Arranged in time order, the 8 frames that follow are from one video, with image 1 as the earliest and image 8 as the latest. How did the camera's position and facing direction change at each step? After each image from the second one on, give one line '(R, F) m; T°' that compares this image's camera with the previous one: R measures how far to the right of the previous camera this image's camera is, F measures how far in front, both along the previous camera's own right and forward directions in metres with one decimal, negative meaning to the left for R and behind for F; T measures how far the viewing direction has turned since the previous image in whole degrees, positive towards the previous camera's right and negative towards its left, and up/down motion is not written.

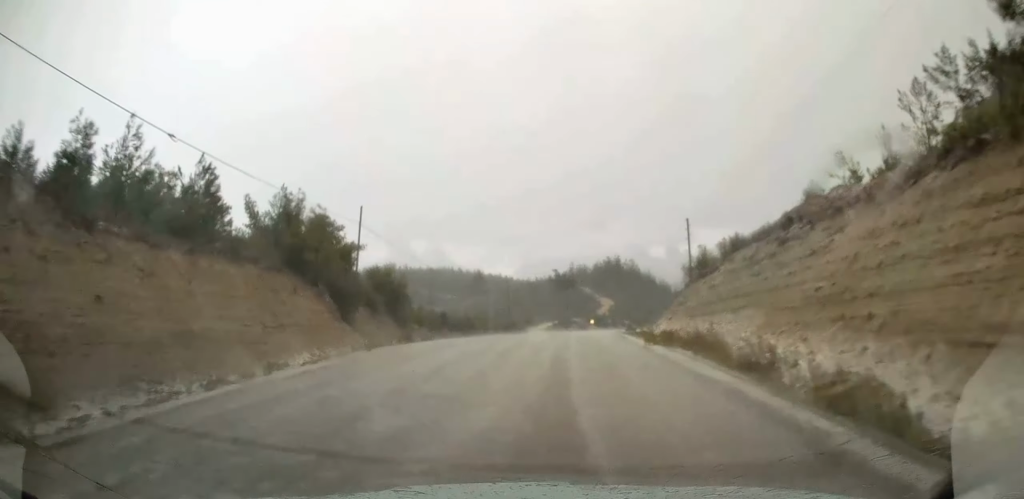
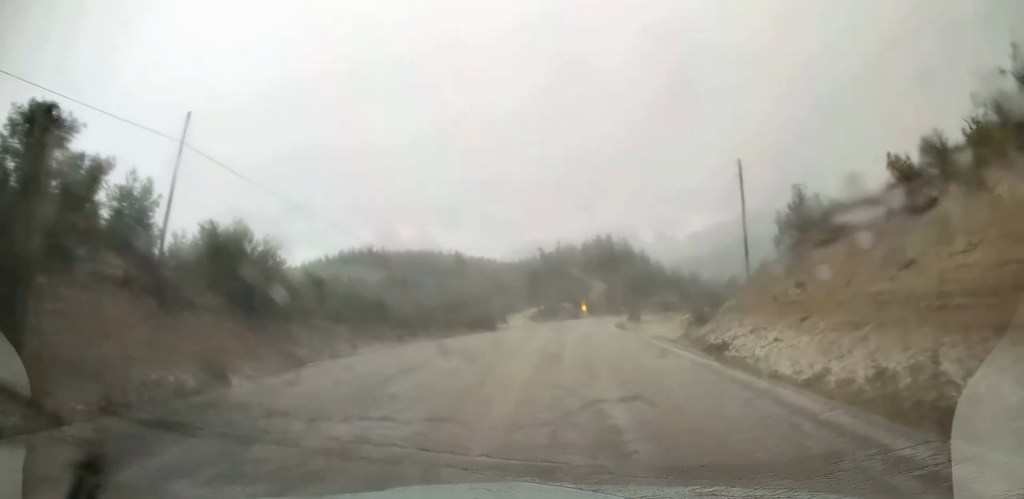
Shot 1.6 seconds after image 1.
(-0.1, +19.8) m; 0°
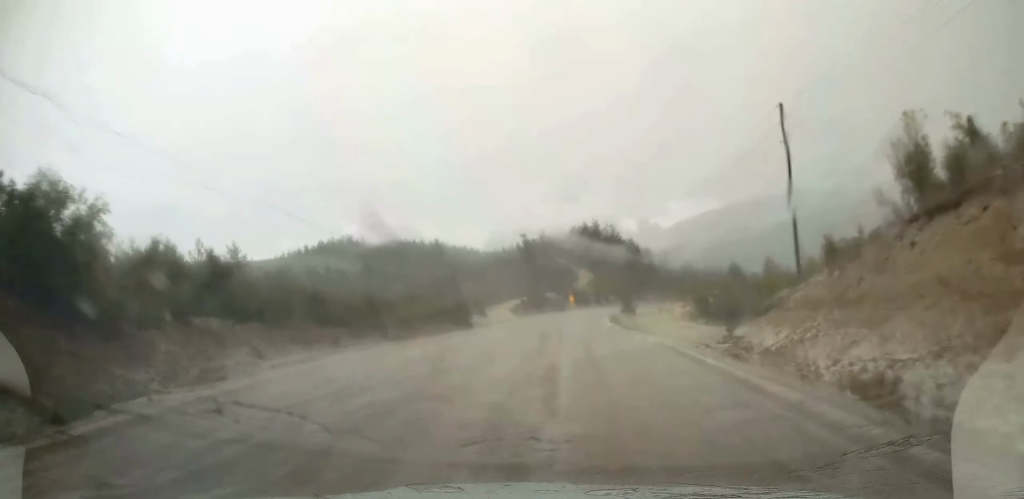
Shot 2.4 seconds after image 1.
(+0.1, +9.8) m; +1°
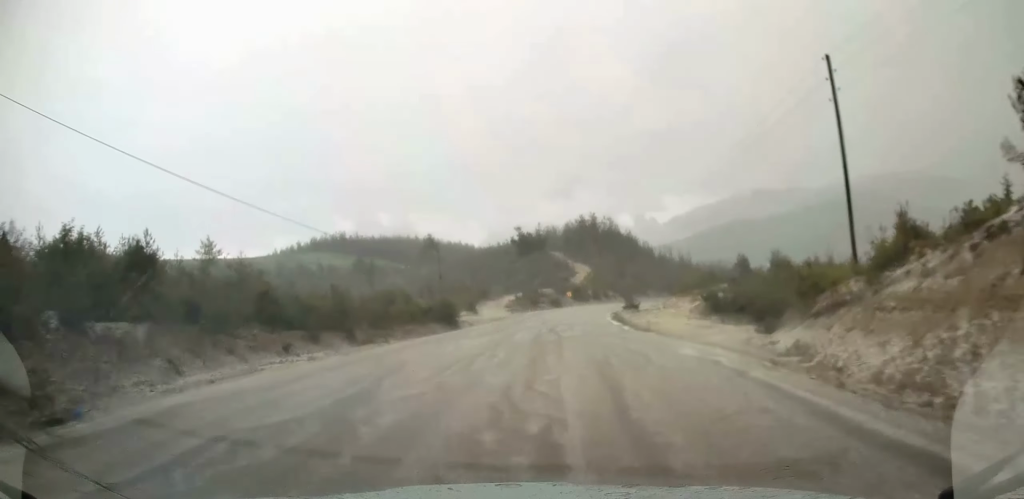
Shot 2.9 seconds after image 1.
(-0.1, +5.7) m; +1°
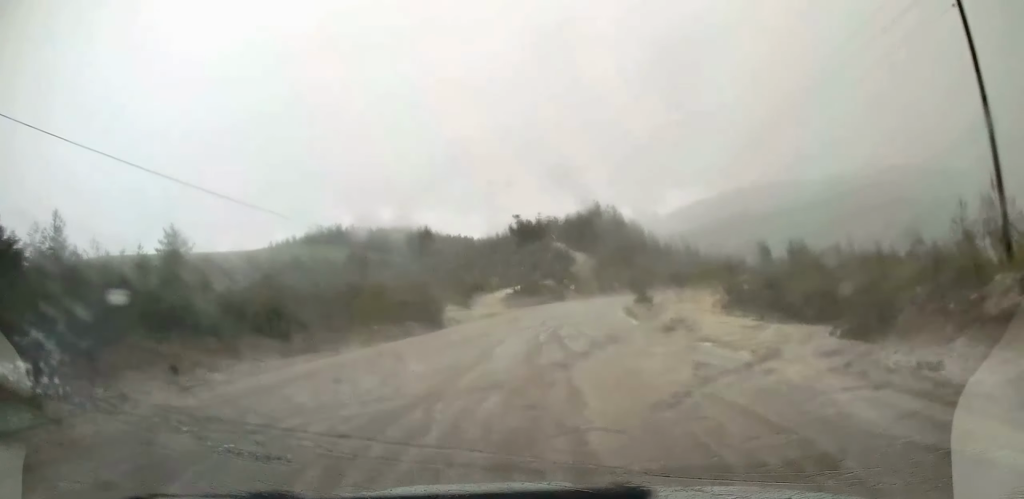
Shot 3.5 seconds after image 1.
(+0.2, +8.4) m; +1°
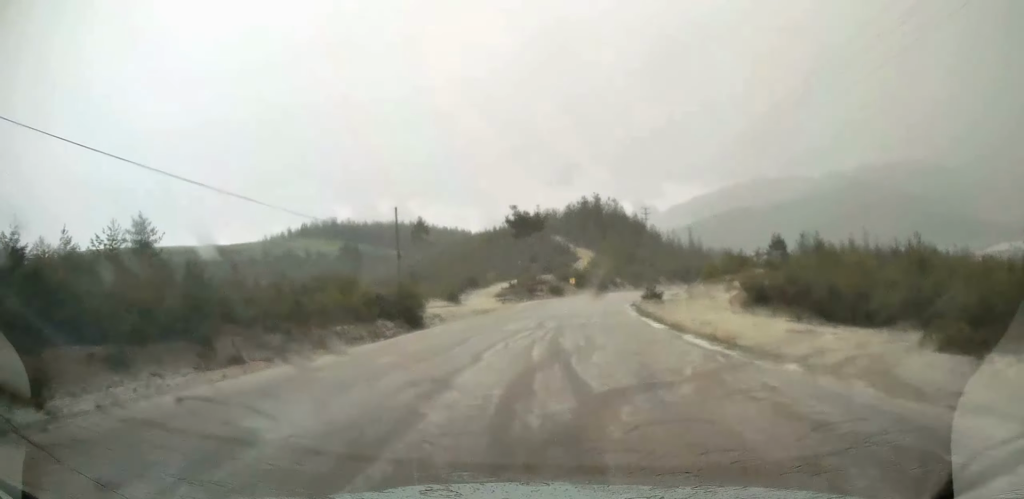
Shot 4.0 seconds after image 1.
(+0.1, +5.9) m; +1°
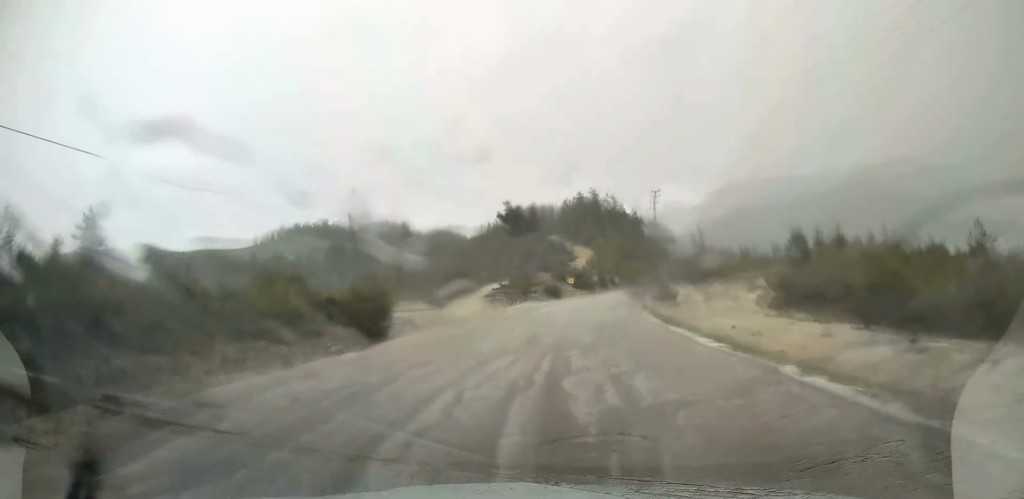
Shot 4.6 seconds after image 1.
(-0.1, +7.9) m; 0°
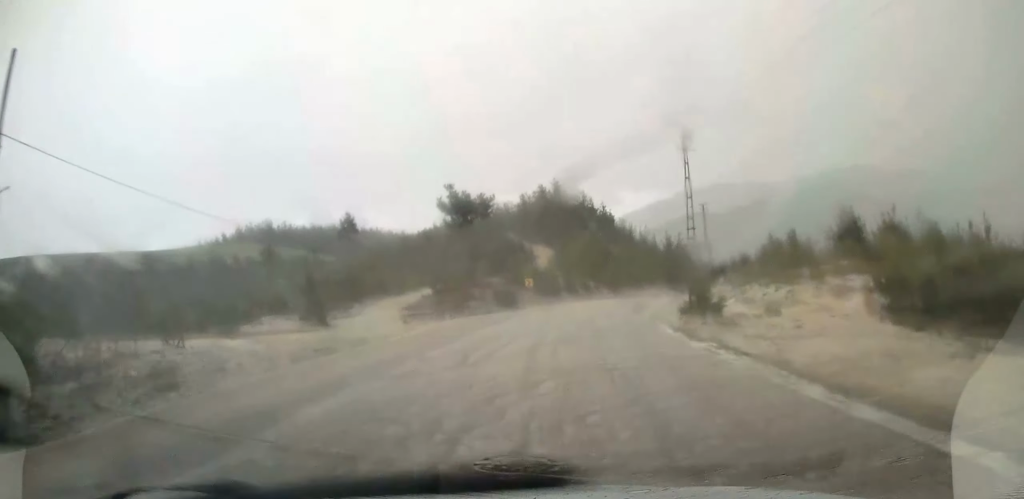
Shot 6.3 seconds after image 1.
(+0.5, +22.2) m; +4°
